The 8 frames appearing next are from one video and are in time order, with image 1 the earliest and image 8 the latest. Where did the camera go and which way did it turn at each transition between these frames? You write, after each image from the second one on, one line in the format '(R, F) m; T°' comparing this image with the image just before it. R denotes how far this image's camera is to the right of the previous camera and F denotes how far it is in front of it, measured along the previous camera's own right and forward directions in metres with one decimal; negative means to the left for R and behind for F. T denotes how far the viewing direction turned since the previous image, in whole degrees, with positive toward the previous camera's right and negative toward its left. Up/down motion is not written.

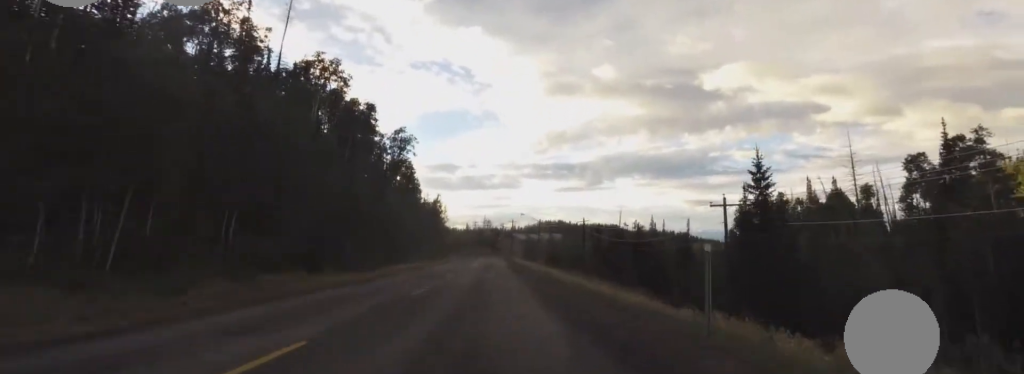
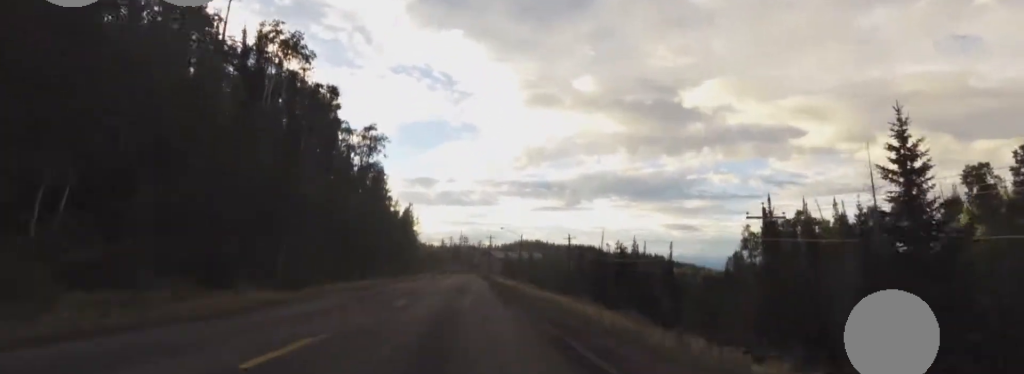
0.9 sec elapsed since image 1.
(+0.5, +10.5) m; 0°
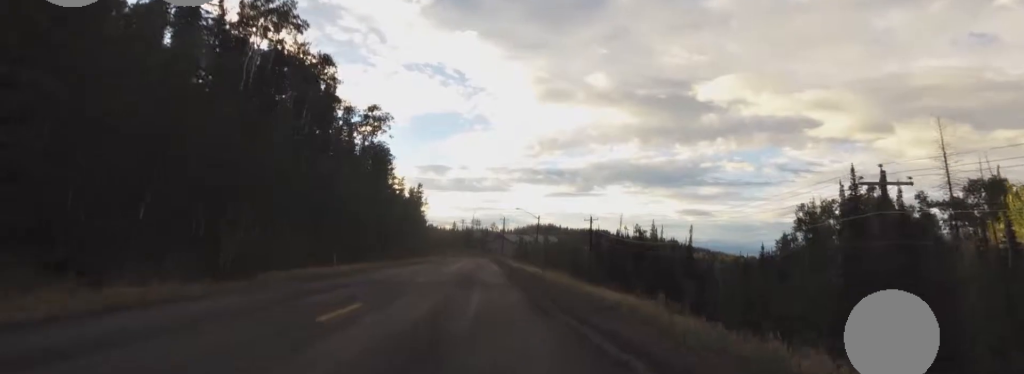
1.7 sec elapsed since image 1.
(-0.4, +9.9) m; -4°
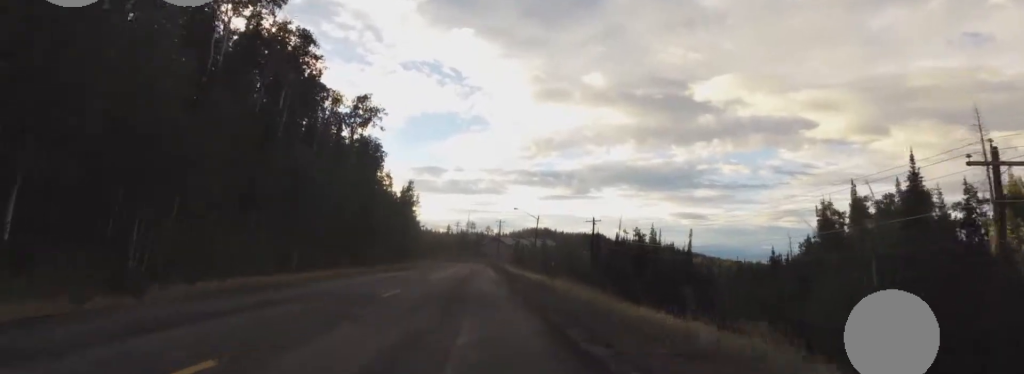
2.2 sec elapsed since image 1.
(-0.6, +6.4) m; +2°
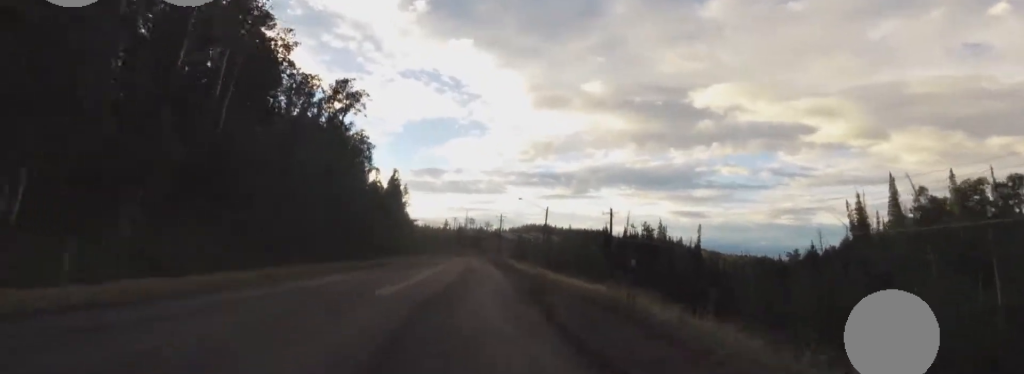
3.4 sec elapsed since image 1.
(+1.2, +13.6) m; +5°
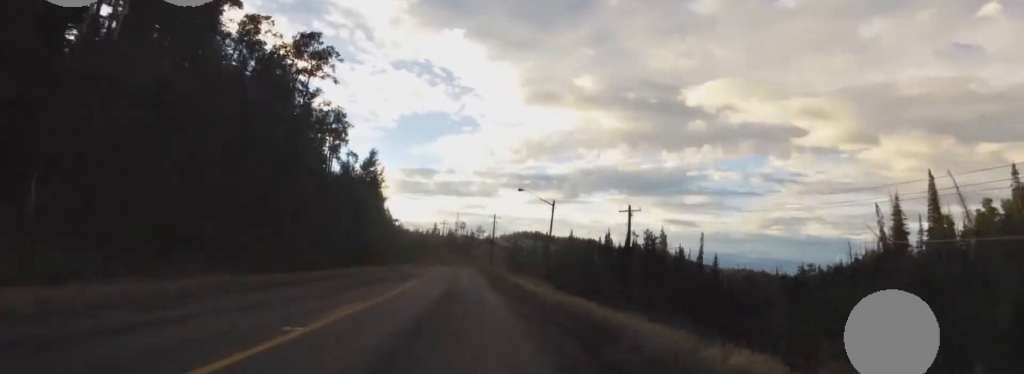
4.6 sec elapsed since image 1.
(-0.5, +14.5) m; -4°
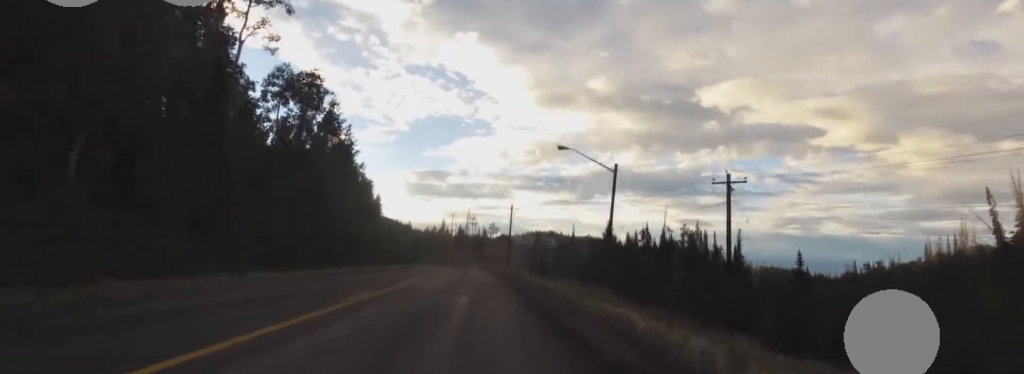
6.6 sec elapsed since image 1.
(0.0, +24.0) m; 0°
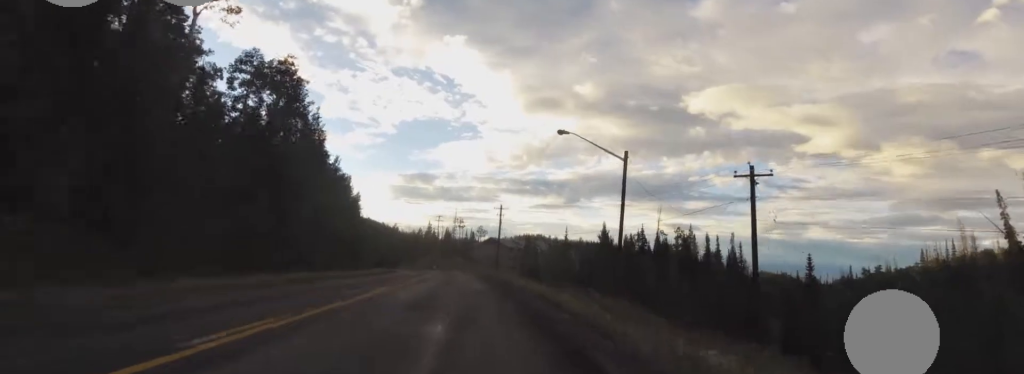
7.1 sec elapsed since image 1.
(0.0, +5.8) m; -2°
